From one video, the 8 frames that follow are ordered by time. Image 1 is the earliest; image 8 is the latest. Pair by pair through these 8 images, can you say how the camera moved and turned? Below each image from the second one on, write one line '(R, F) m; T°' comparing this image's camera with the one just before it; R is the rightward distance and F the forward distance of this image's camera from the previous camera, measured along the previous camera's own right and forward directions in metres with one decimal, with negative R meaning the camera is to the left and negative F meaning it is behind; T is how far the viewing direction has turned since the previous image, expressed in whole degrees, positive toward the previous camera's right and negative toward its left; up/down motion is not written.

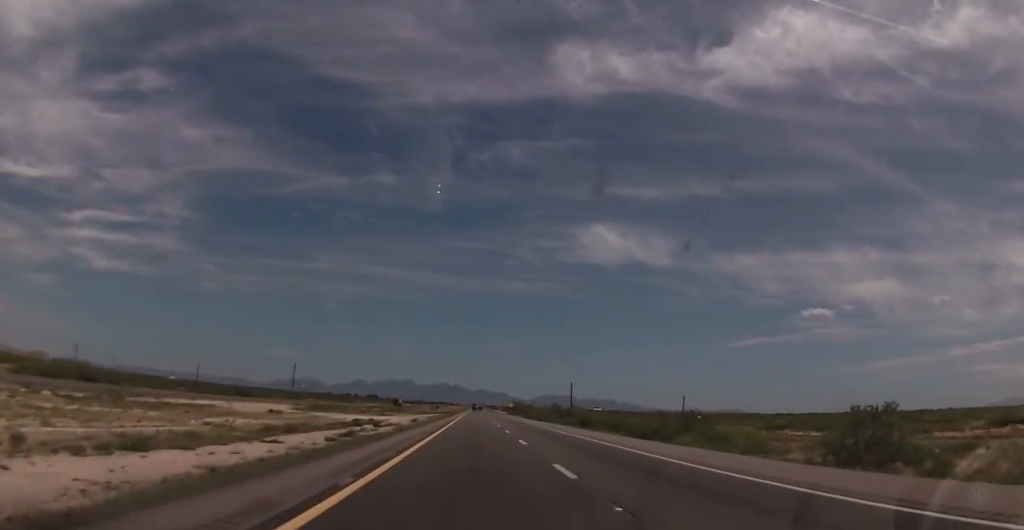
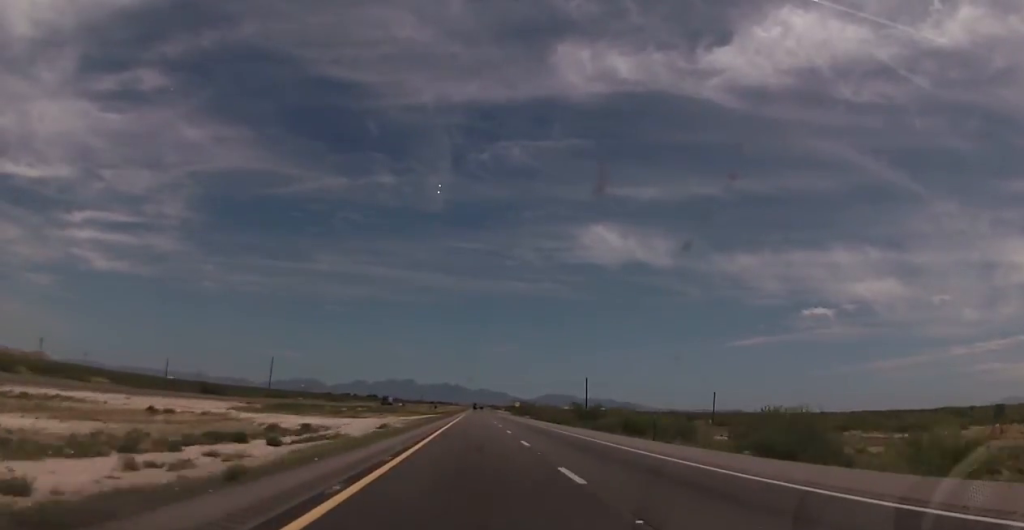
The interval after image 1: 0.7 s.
(-0.2, +25.6) m; 0°
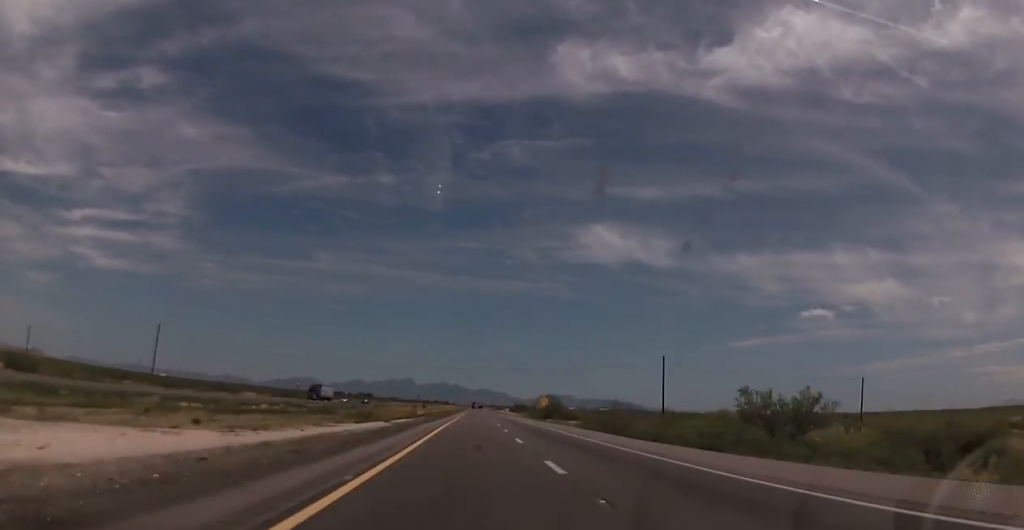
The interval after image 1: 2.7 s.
(+0.1, +72.0) m; 0°
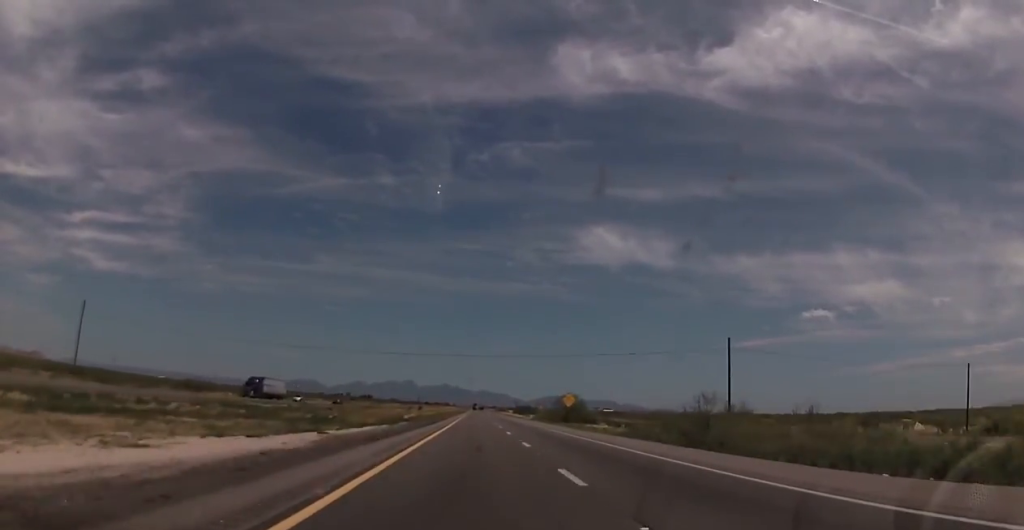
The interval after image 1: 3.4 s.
(+0.3, +26.9) m; +1°
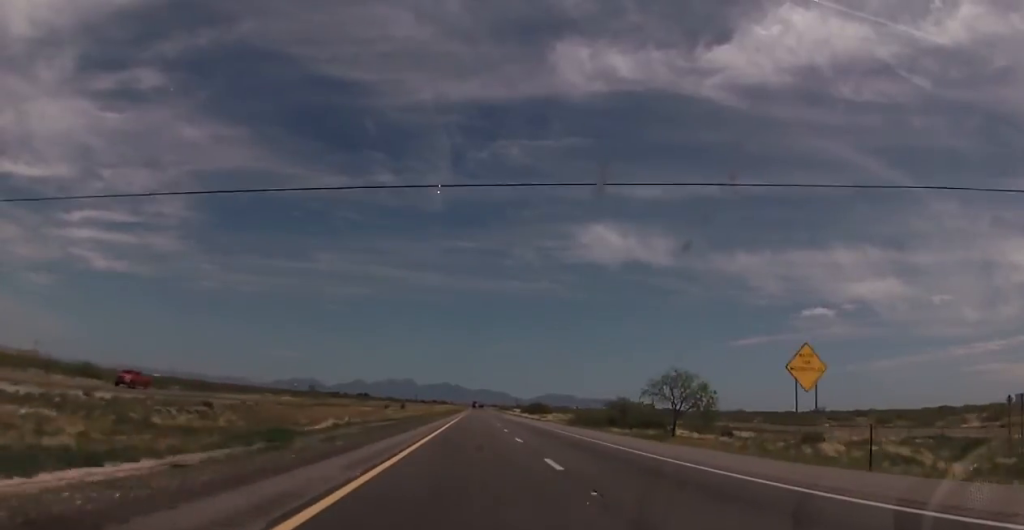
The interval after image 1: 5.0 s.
(-0.4, +58.2) m; -1°
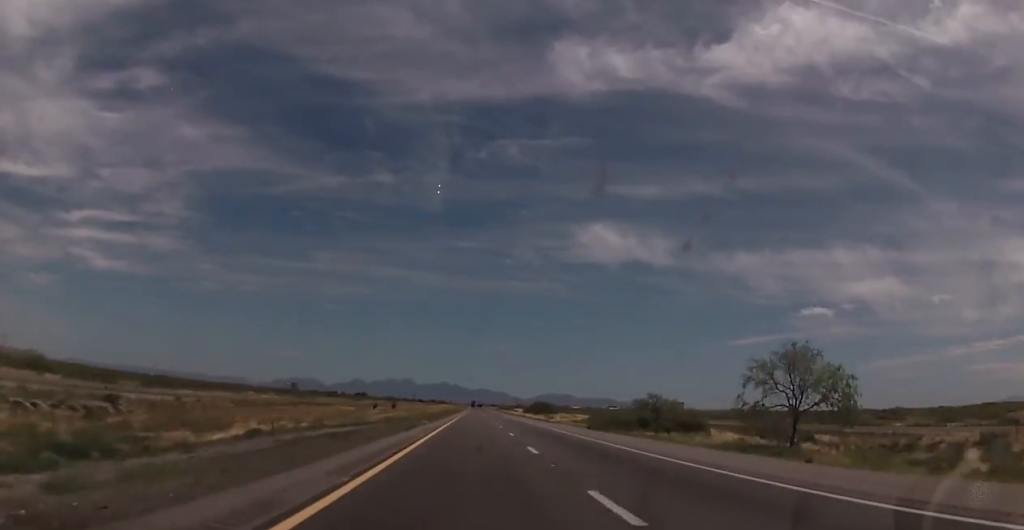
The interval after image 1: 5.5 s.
(-0.3, +19.3) m; 0°
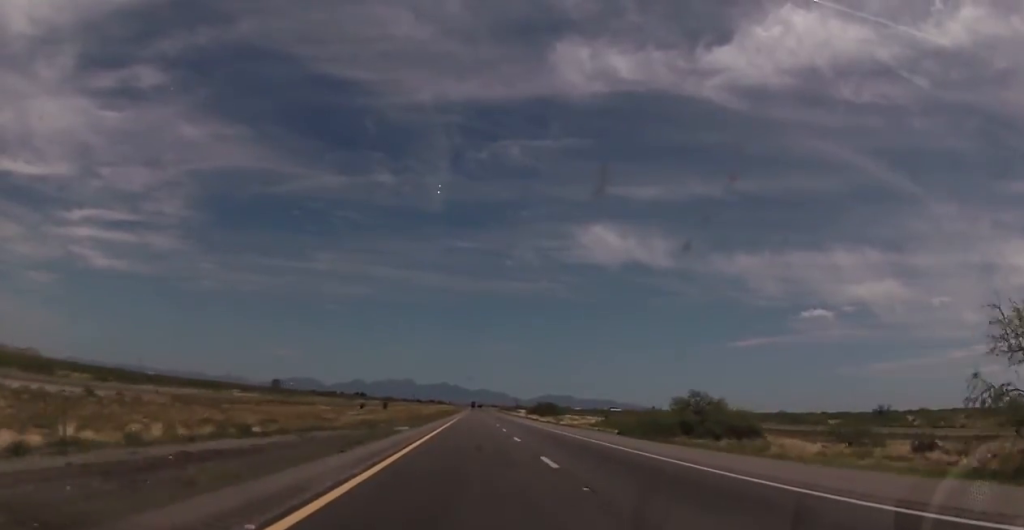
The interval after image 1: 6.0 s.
(+0.3, +16.9) m; 0°
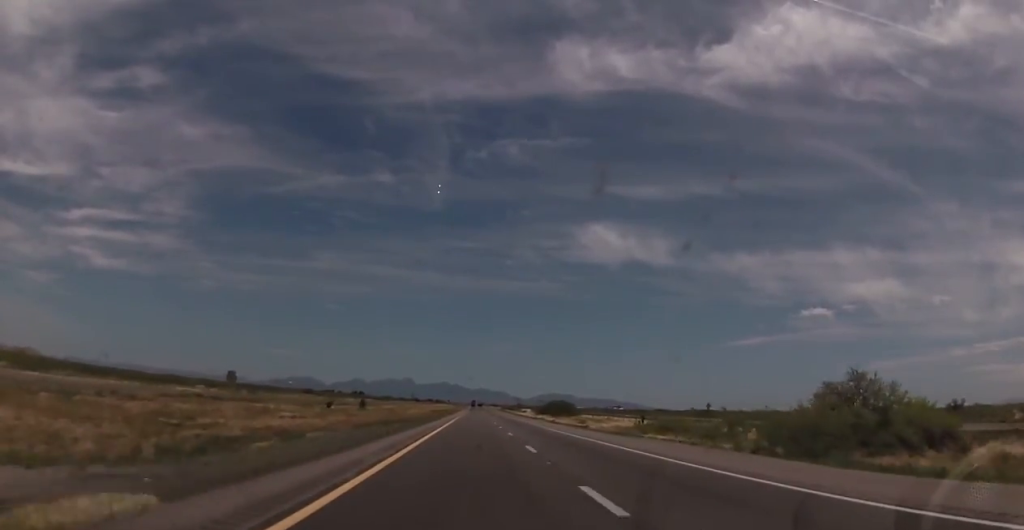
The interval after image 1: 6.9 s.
(+0.1, +31.3) m; 0°
